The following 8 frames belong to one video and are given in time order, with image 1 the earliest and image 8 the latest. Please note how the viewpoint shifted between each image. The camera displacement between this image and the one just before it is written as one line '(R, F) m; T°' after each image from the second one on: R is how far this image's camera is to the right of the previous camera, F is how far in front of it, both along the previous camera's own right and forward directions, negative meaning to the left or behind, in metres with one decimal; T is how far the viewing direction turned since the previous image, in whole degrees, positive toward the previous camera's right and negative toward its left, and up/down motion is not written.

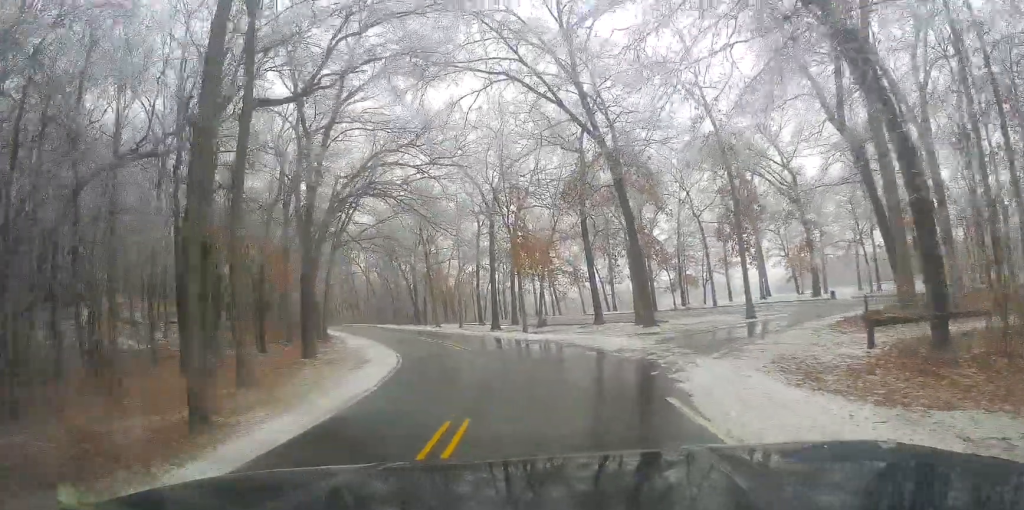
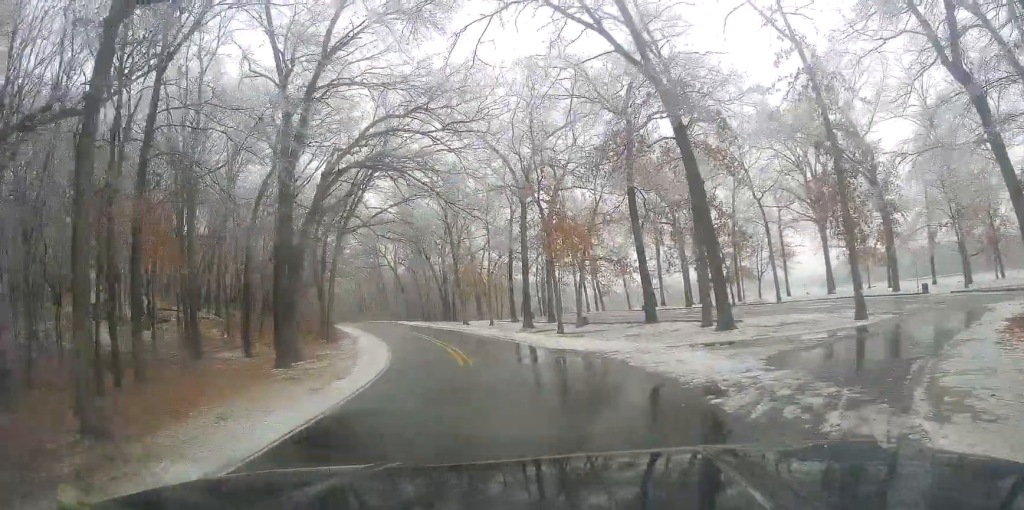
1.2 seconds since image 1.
(-0.4, +9.2) m; -5°
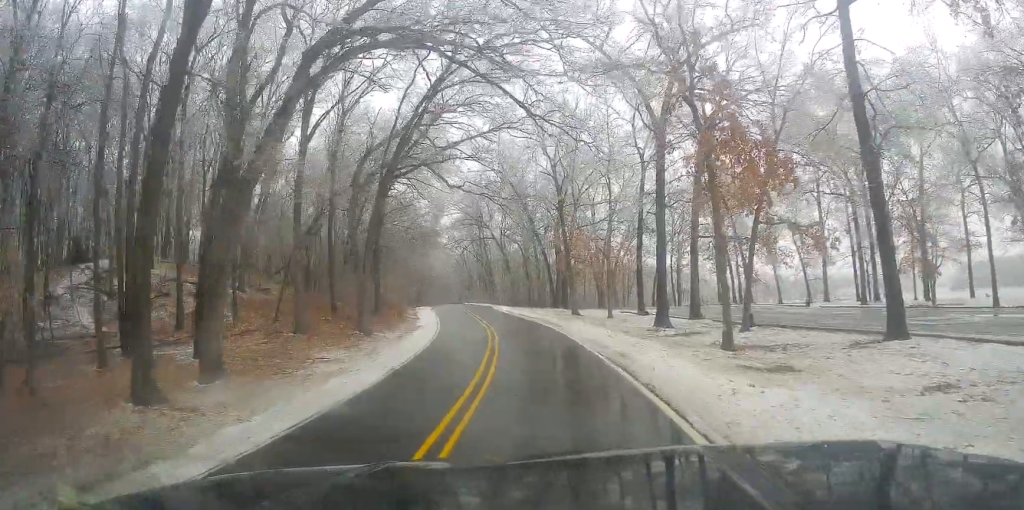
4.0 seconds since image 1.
(-3.3, +19.2) m; -19°
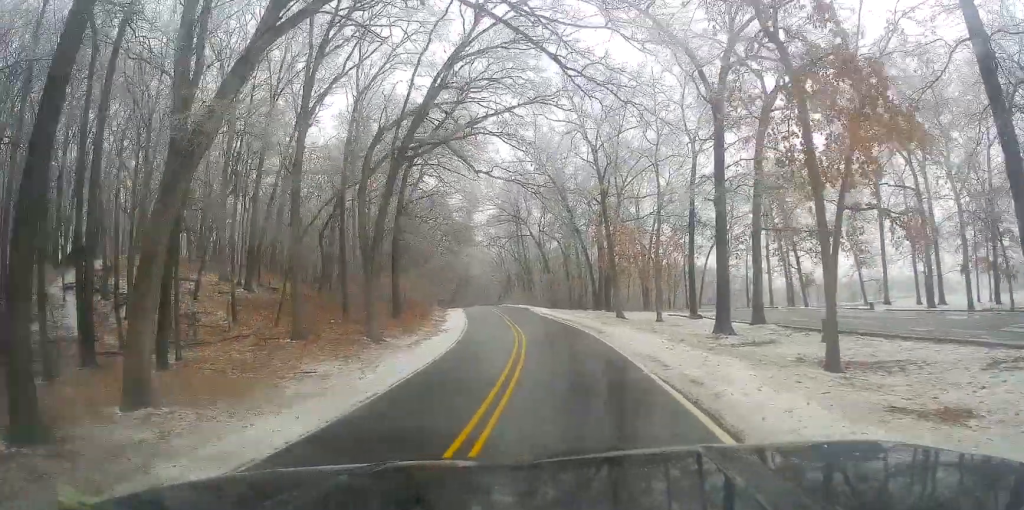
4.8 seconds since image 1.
(0.0, +5.7) m; -1°
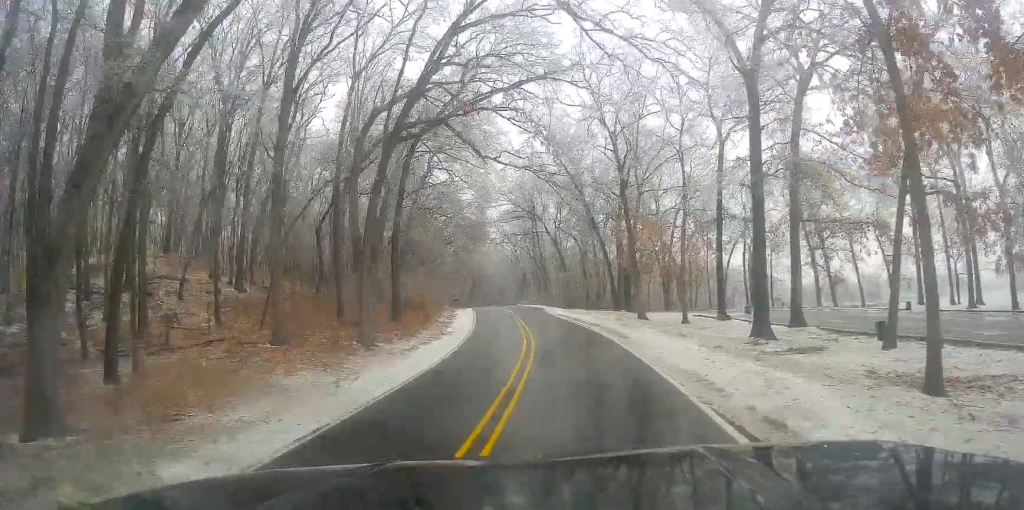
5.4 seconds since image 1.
(+0.2, +4.0) m; 0°
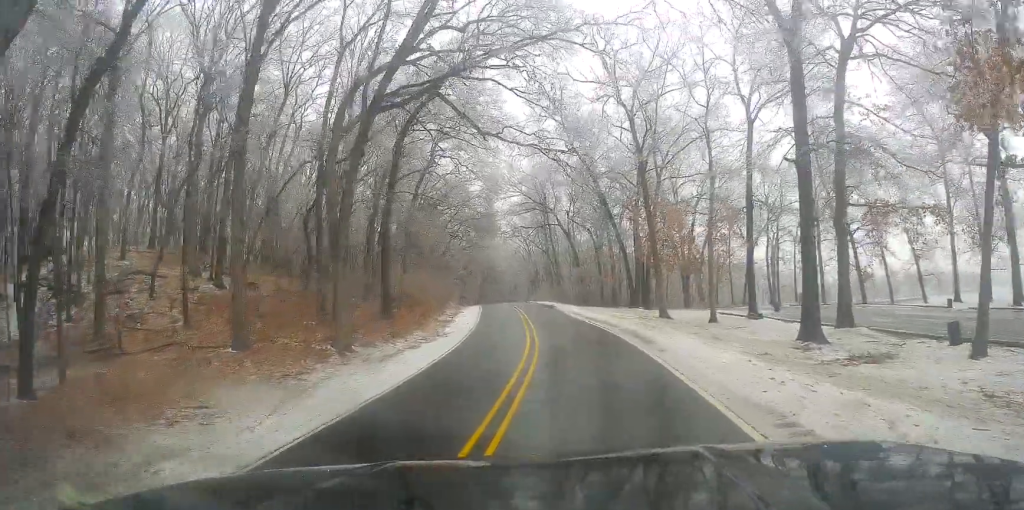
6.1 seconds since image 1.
(-0.5, +4.6) m; 0°
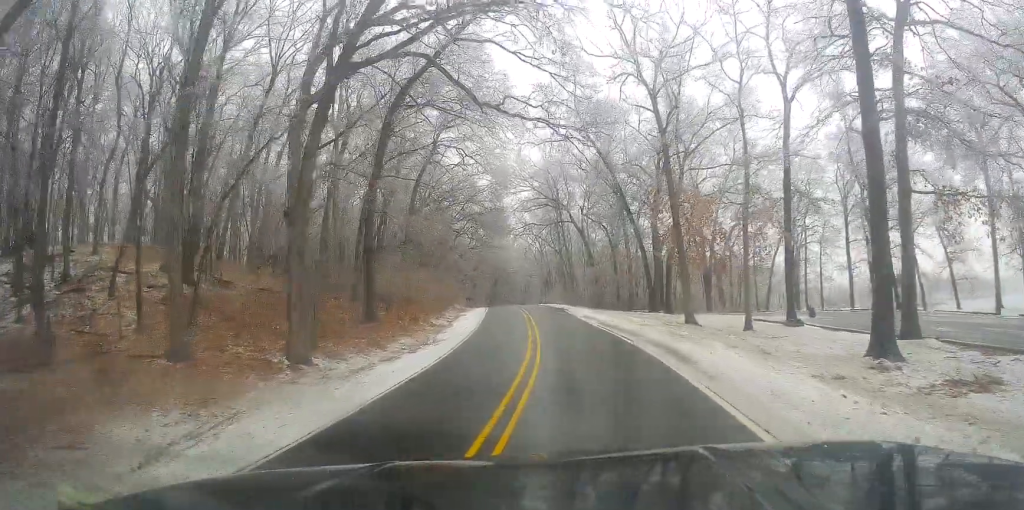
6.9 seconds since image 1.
(+0.3, +5.0) m; 0°
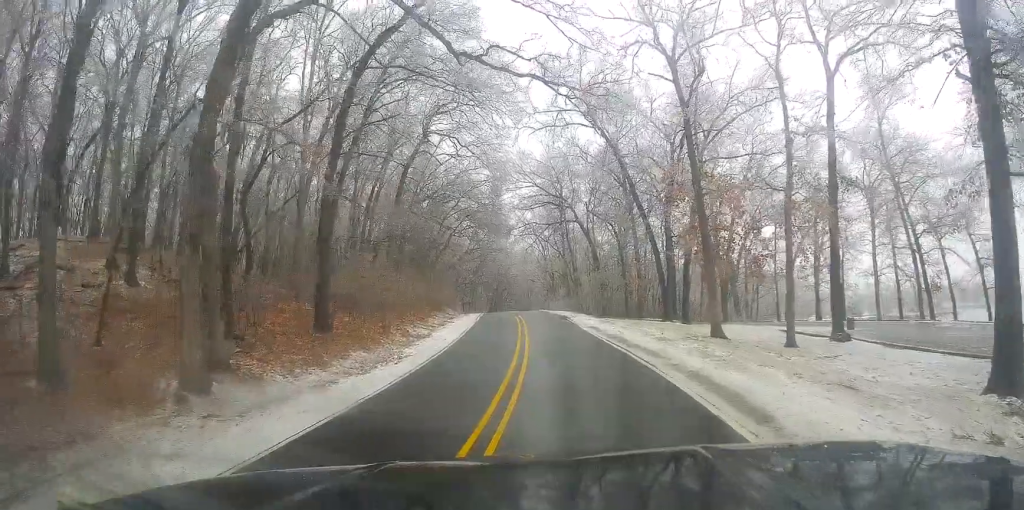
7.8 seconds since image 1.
(-0.1, +6.1) m; -2°
